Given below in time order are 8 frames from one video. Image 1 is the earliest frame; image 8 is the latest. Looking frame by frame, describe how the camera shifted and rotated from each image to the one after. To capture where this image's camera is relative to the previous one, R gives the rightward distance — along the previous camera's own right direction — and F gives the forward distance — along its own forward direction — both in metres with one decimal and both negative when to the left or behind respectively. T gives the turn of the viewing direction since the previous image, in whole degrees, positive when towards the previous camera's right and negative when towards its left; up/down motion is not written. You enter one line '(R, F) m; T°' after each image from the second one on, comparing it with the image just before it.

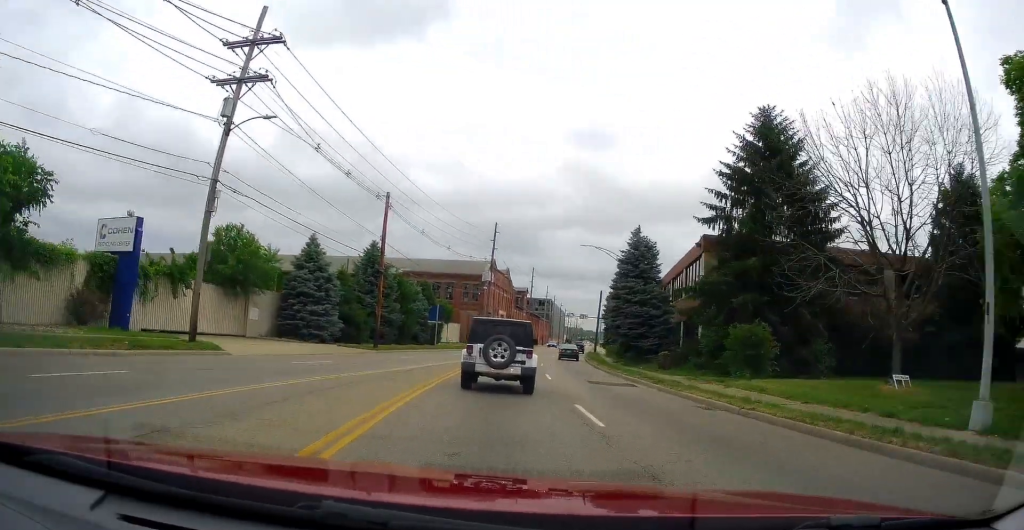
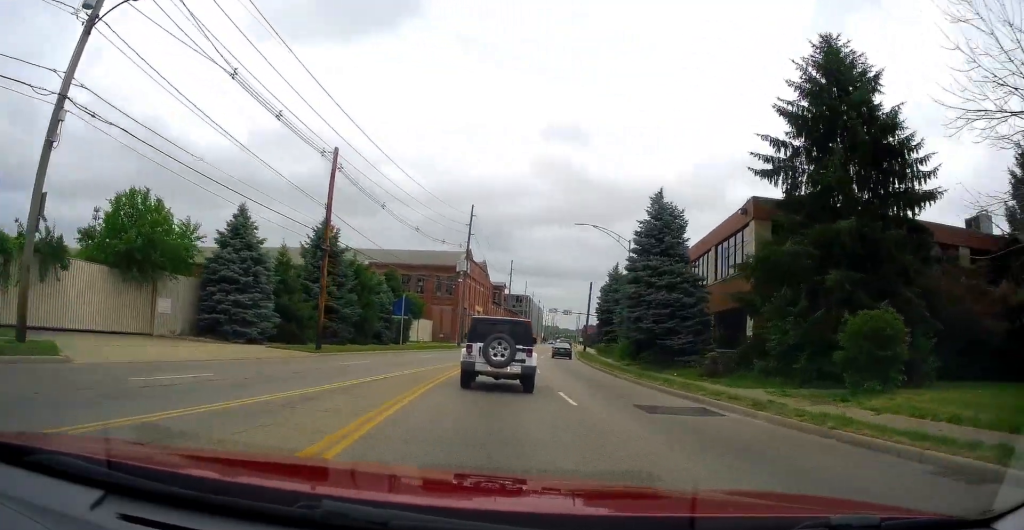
(+0.2, +9.2) m; +2°
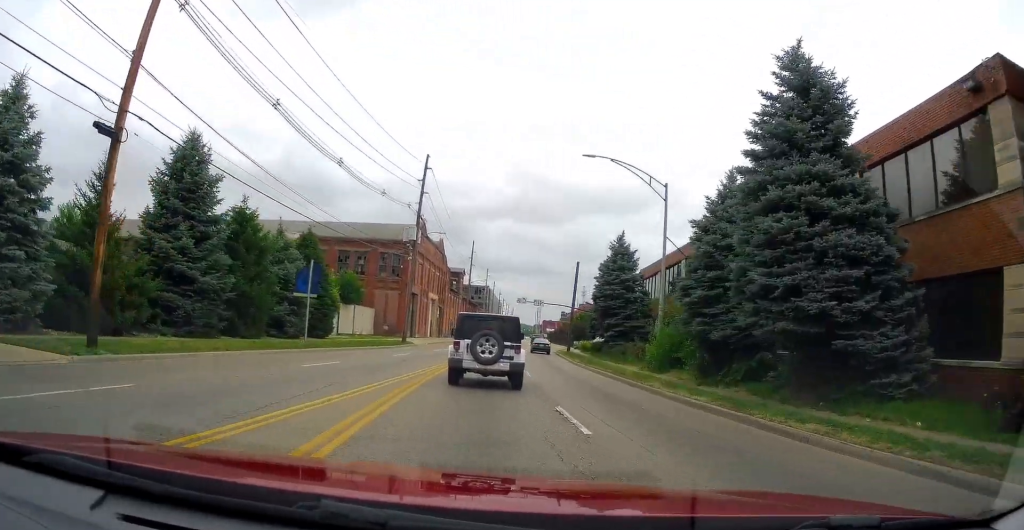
(+0.6, +16.6) m; +3°
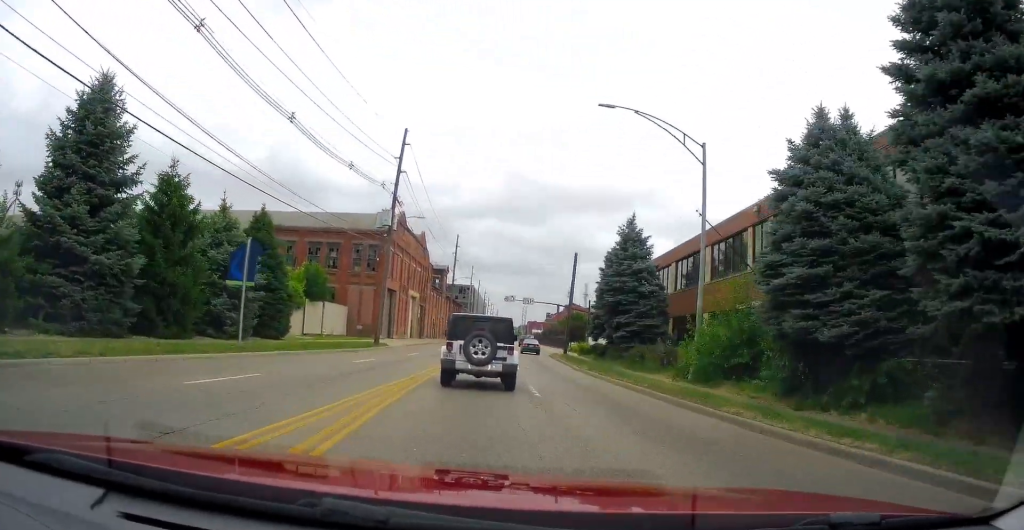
(+0.1, +6.8) m; +2°
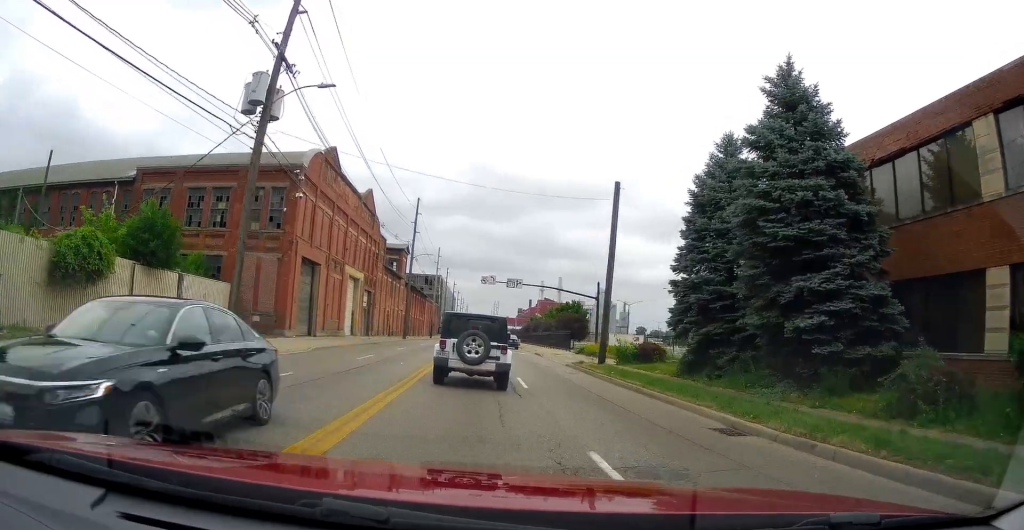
(+1.1, +22.4) m; +4°
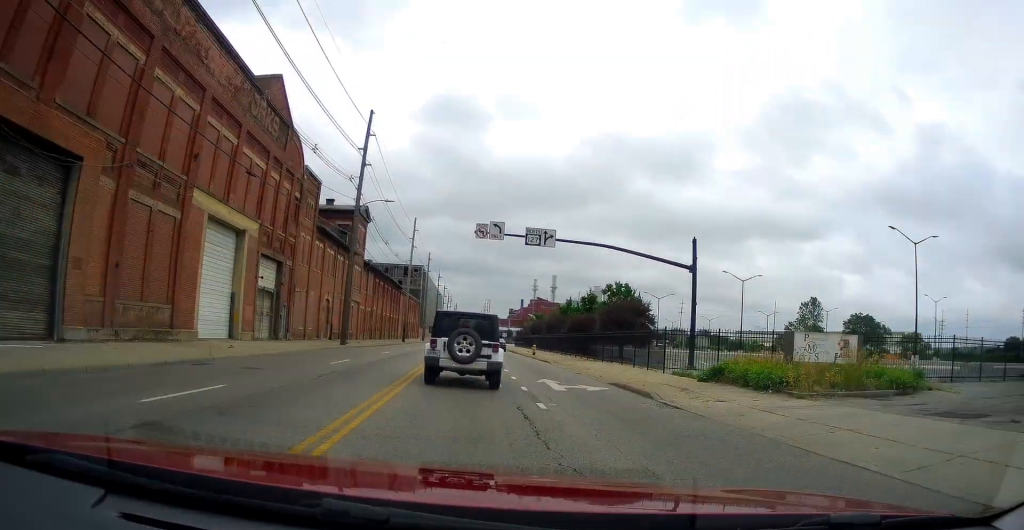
(+0.2, +27.9) m; -1°
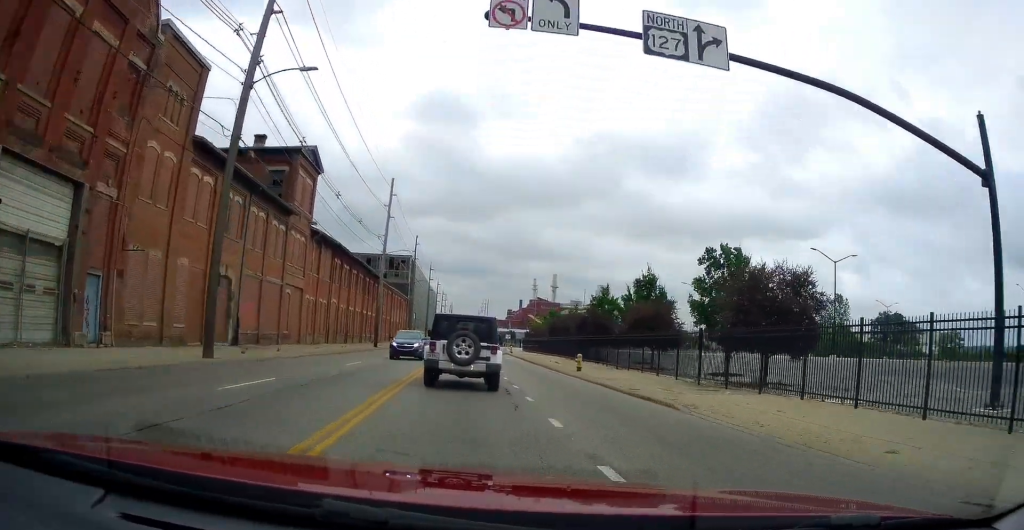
(-0.8, +20.7) m; -1°
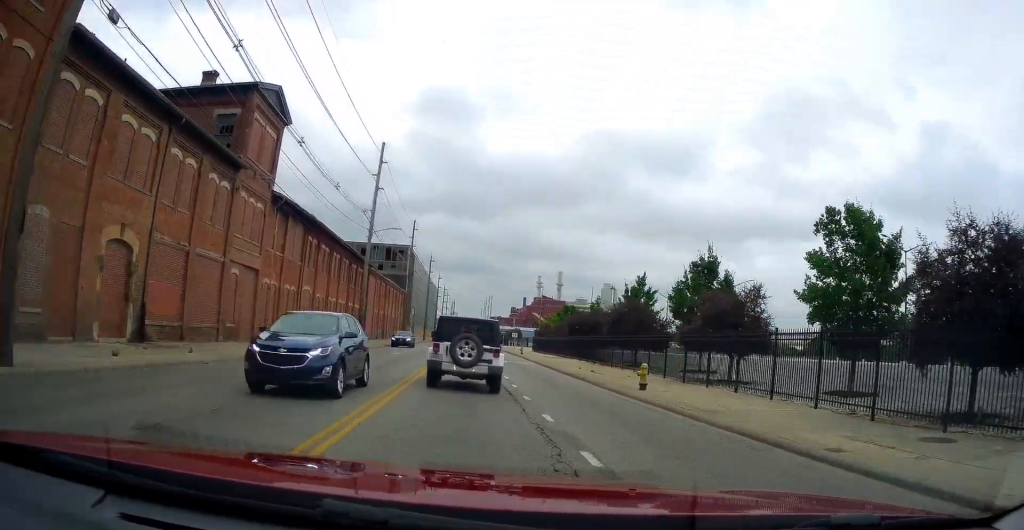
(+0.4, +10.0) m; +1°
